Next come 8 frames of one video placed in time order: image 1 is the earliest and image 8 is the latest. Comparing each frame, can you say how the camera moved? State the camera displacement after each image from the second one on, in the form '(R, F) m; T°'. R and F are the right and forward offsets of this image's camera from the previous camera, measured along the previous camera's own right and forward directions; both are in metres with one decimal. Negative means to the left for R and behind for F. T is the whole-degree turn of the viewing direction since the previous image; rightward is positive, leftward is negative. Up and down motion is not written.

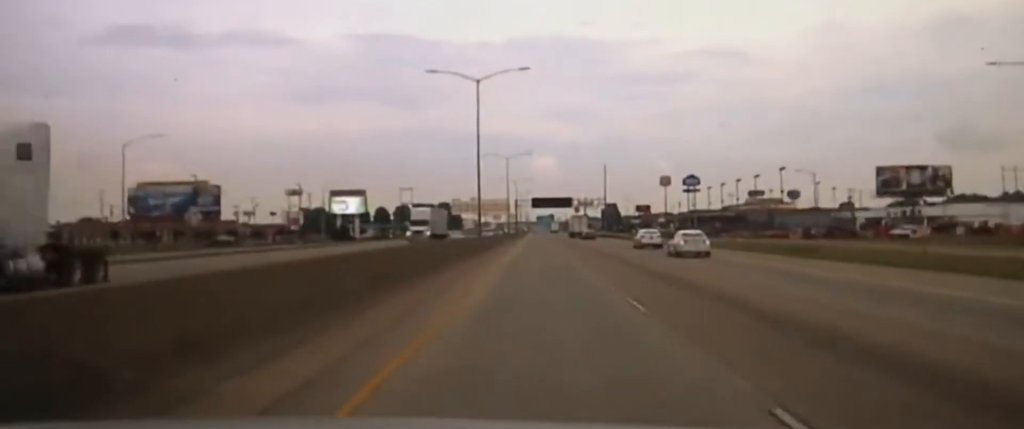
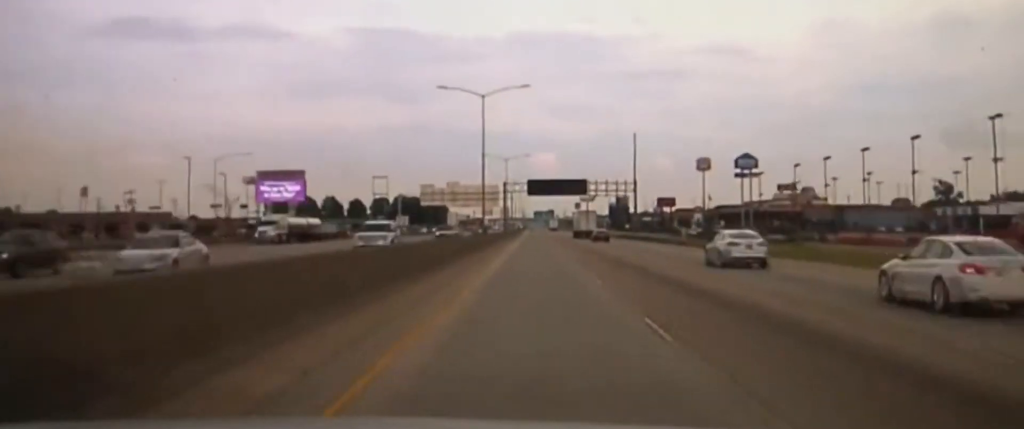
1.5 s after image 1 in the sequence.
(-0.6, +67.8) m; 0°
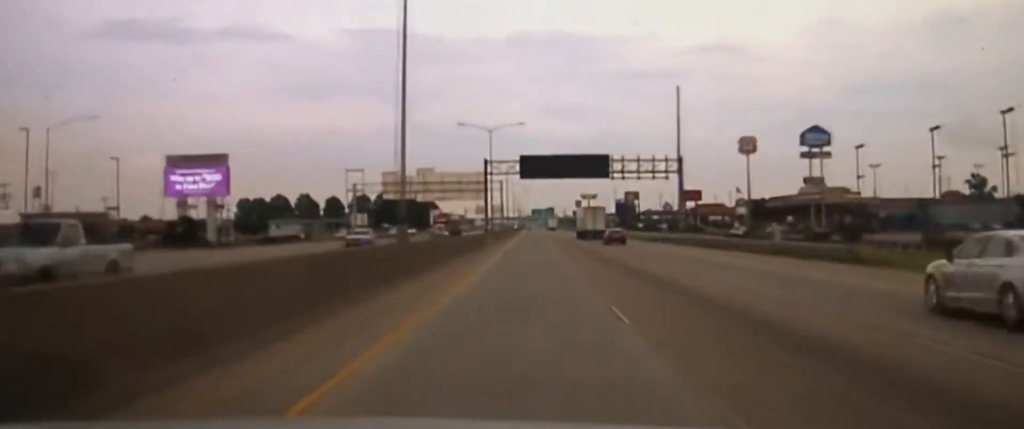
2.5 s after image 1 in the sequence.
(+0.8, +48.0) m; 0°
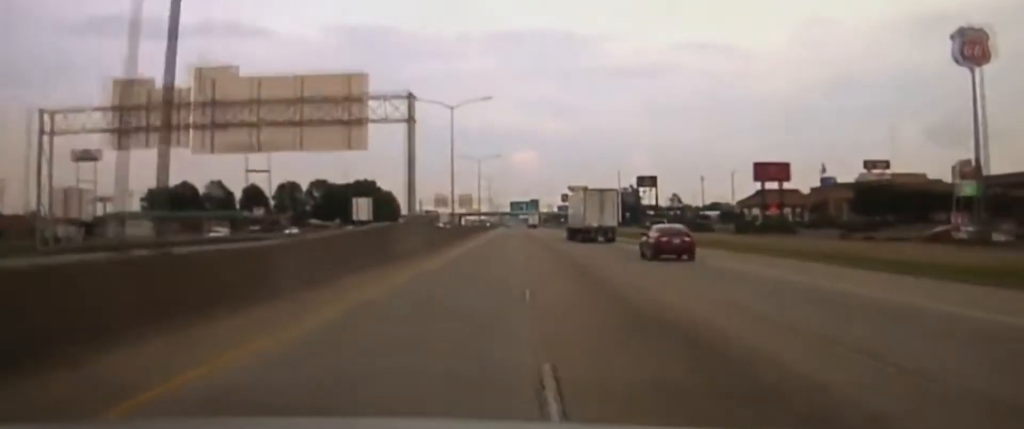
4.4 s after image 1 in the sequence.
(-0.3, +89.9) m; 0°
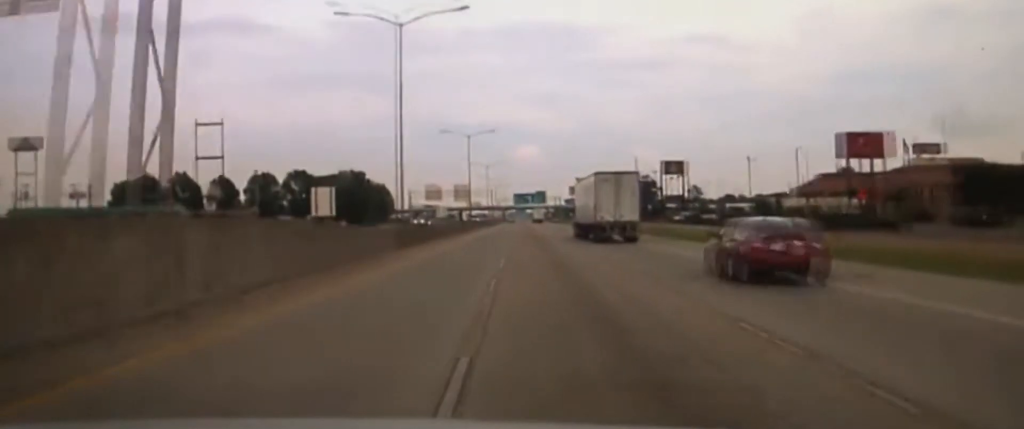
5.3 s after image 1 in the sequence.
(-0.3, +39.7) m; 0°
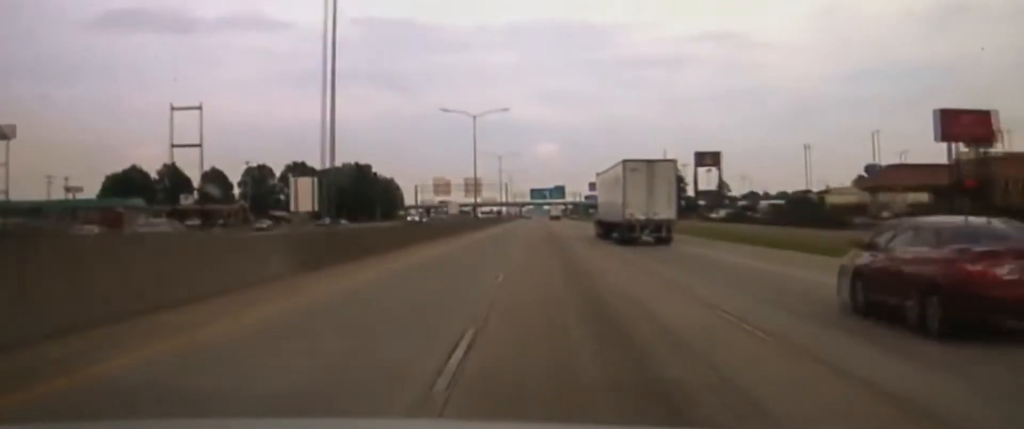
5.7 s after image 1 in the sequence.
(0.0, +19.5) m; 0°
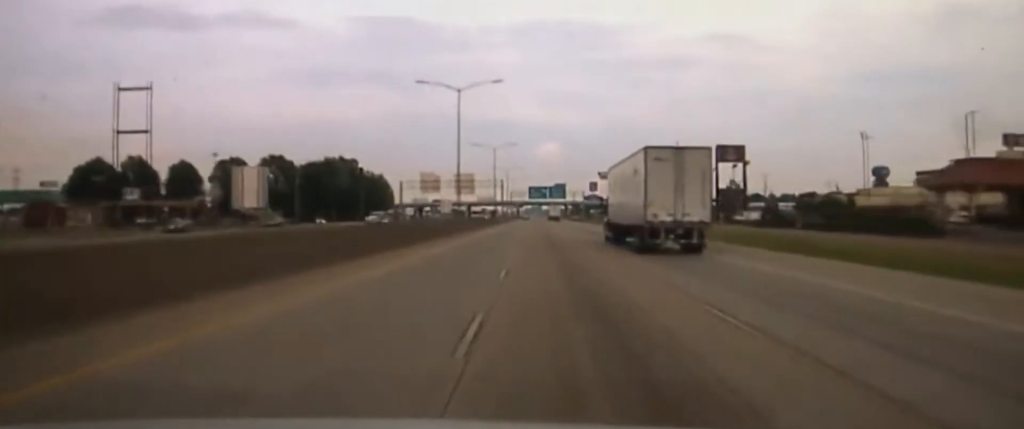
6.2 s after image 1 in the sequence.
(0.0, +22.0) m; 0°
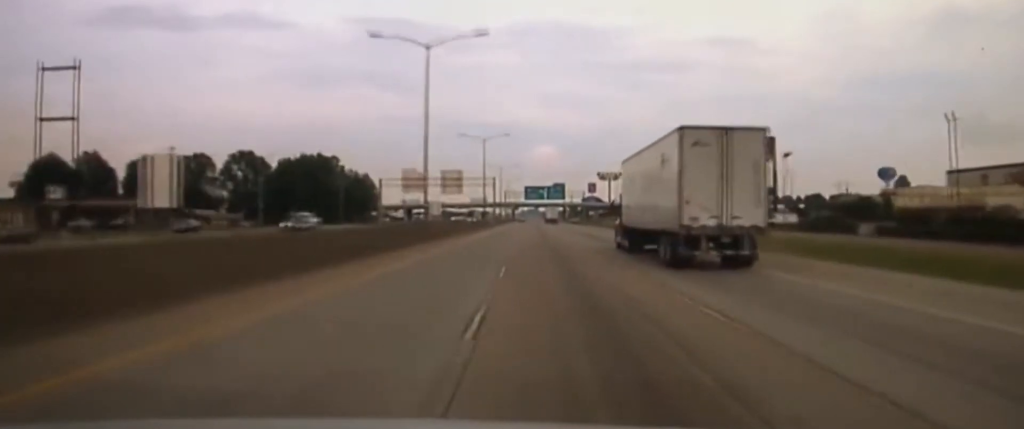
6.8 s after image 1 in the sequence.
(0.0, +23.9) m; 0°
